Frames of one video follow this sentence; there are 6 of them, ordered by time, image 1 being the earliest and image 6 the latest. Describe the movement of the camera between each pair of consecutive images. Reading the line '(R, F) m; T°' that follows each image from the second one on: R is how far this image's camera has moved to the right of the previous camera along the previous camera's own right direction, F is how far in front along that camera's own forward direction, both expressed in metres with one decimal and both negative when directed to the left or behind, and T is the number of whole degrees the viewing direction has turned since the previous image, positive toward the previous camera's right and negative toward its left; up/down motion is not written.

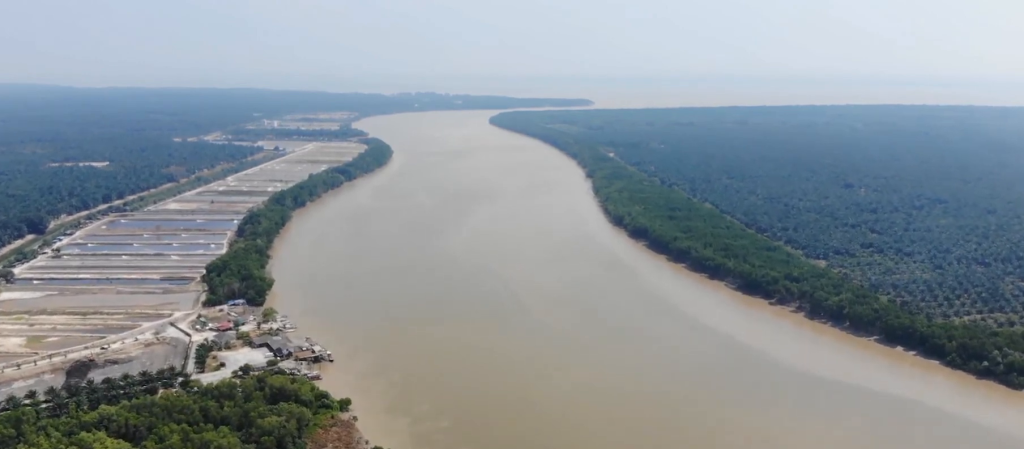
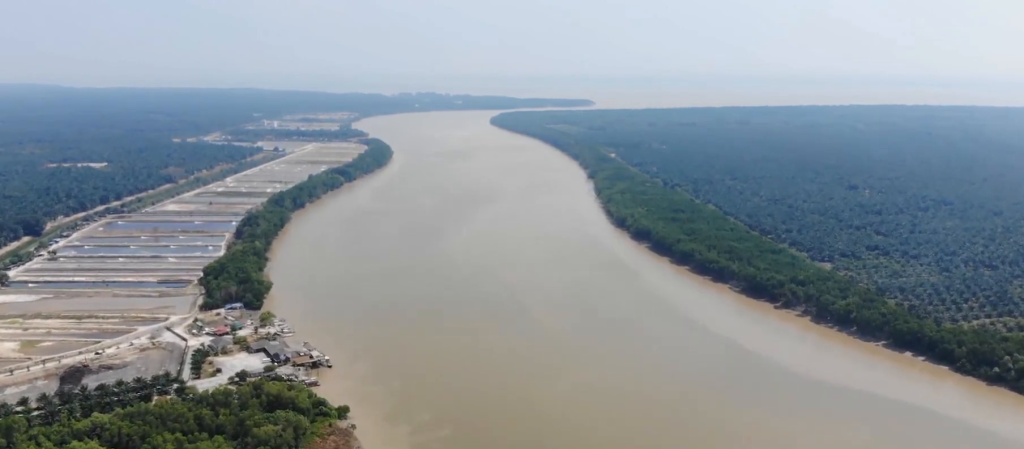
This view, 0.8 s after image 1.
(0.0, +9.0) m; 0°
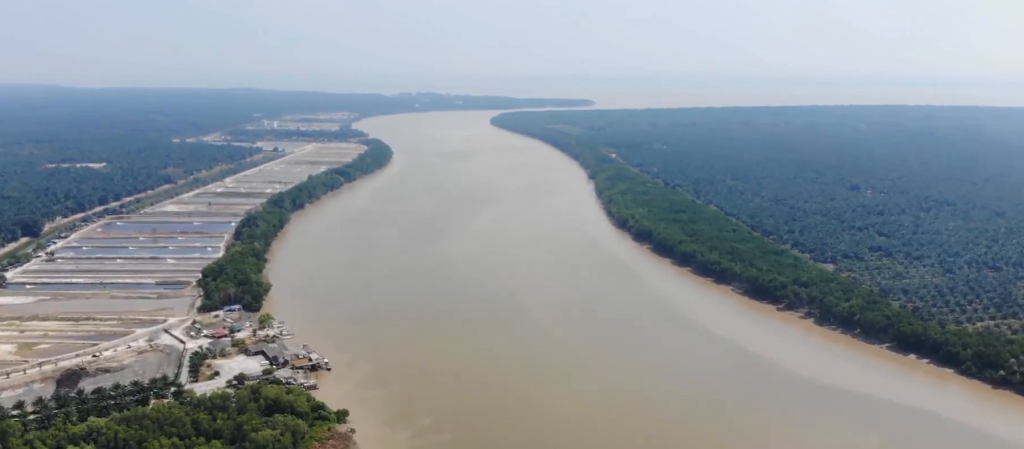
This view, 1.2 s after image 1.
(0.0, +4.5) m; 0°
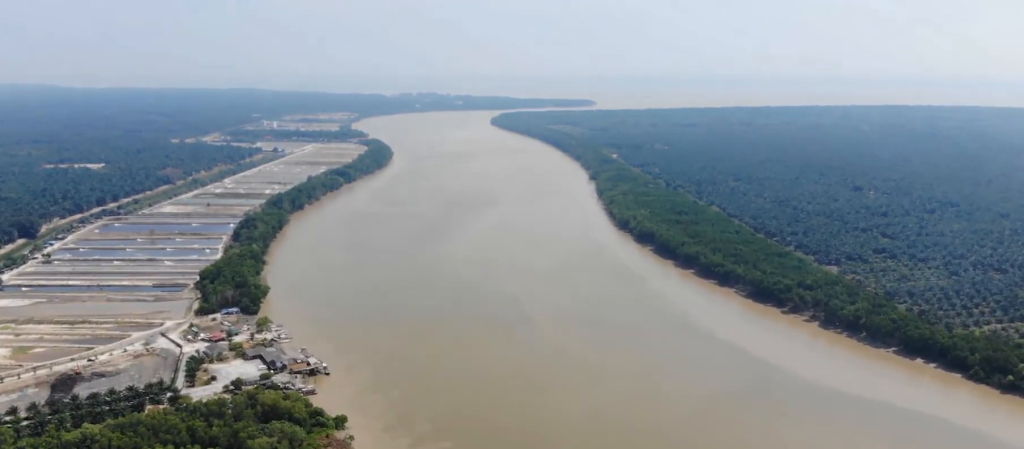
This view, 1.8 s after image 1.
(0.0, +7.1) m; 0°
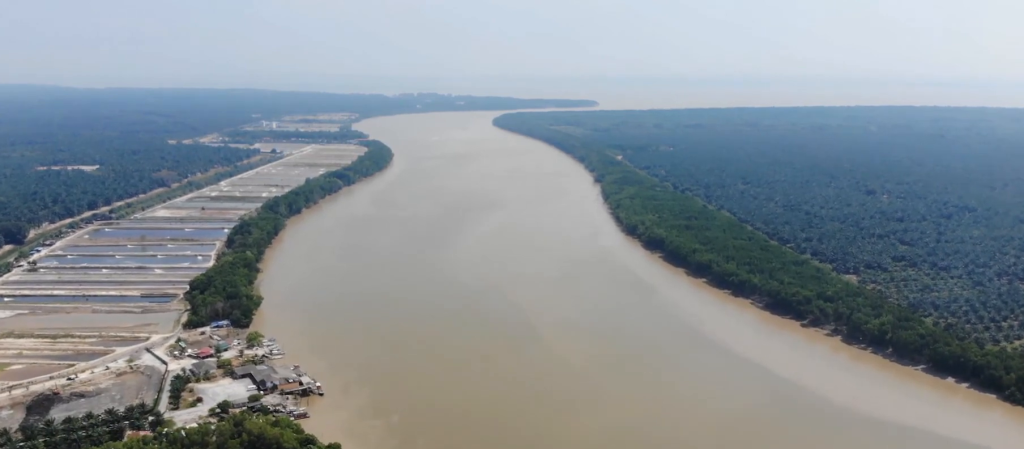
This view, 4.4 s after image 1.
(0.0, +29.3) m; 0°
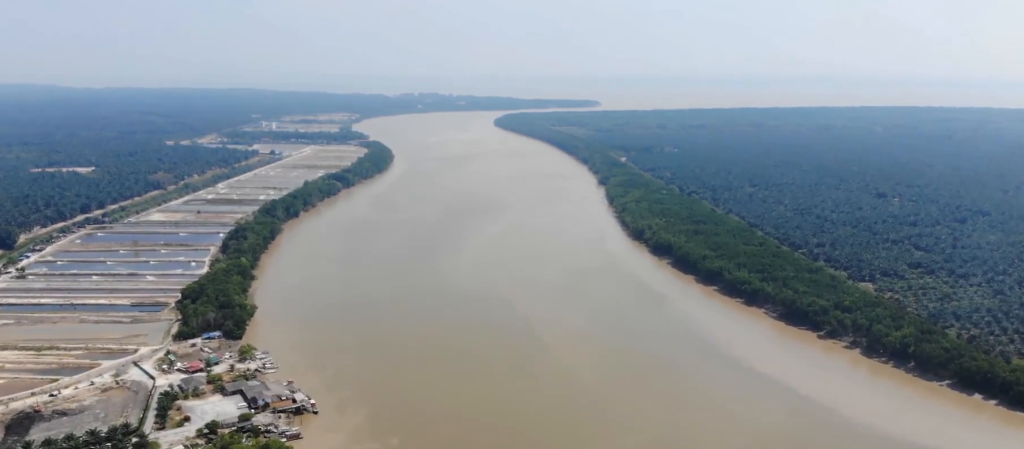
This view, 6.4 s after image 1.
(0.0, +22.9) m; 0°
